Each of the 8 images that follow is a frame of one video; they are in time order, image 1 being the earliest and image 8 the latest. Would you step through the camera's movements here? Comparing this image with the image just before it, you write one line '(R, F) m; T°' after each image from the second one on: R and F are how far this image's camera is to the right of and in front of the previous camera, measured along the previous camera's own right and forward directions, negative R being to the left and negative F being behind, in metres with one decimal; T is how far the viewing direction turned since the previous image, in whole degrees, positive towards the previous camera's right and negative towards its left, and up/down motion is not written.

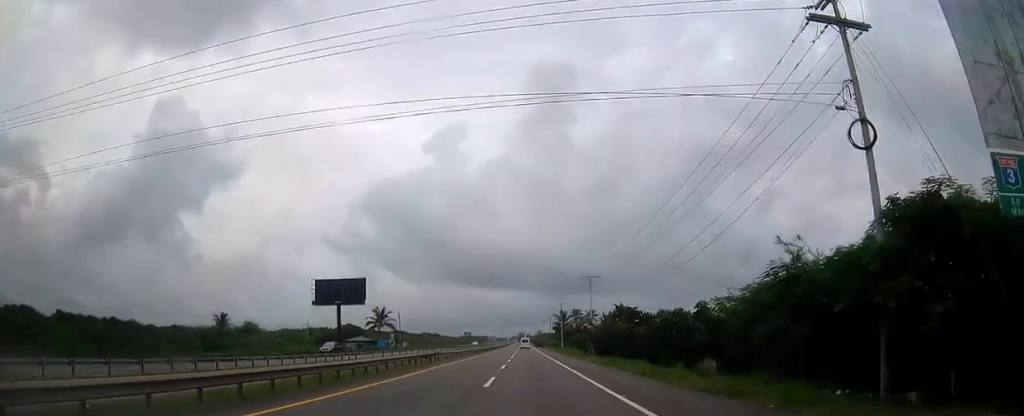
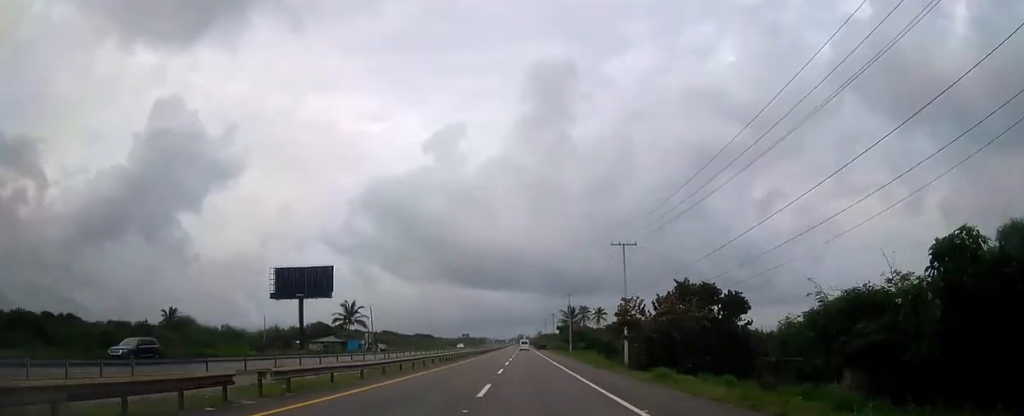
(0.0, +29.3) m; 0°
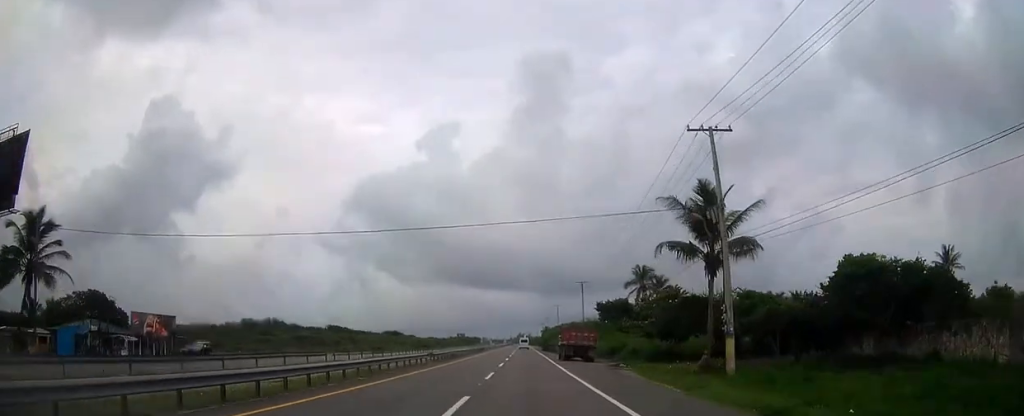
(+0.1, +99.1) m; 0°
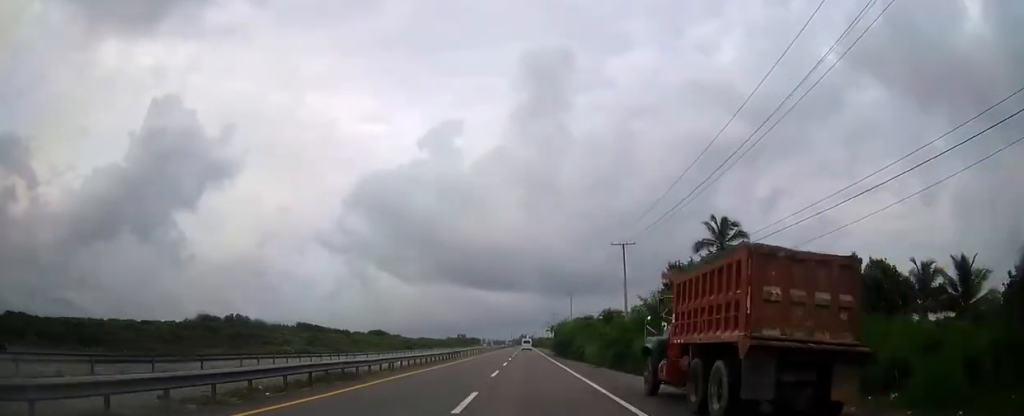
(0.0, +37.7) m; 0°
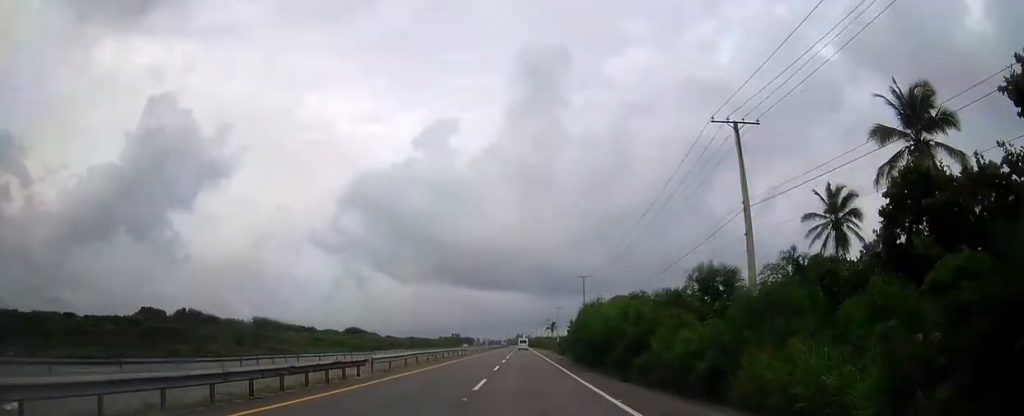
(0.0, +34.9) m; 0°
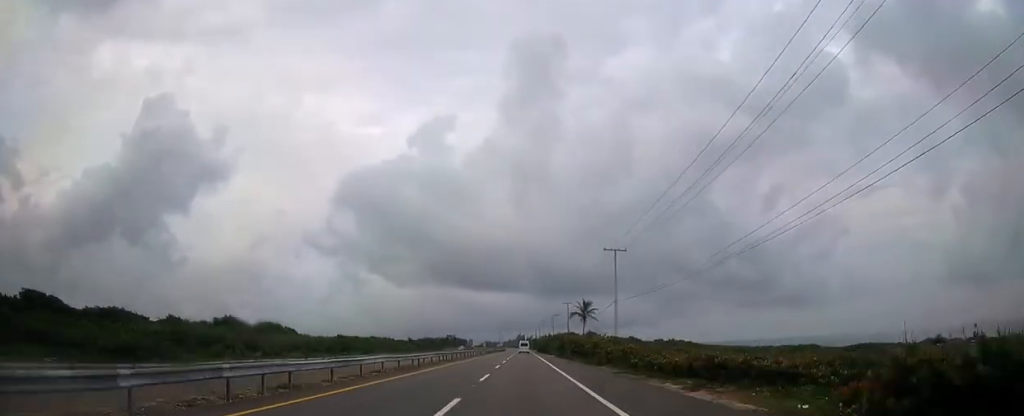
(0.0, +100.8) m; 0°
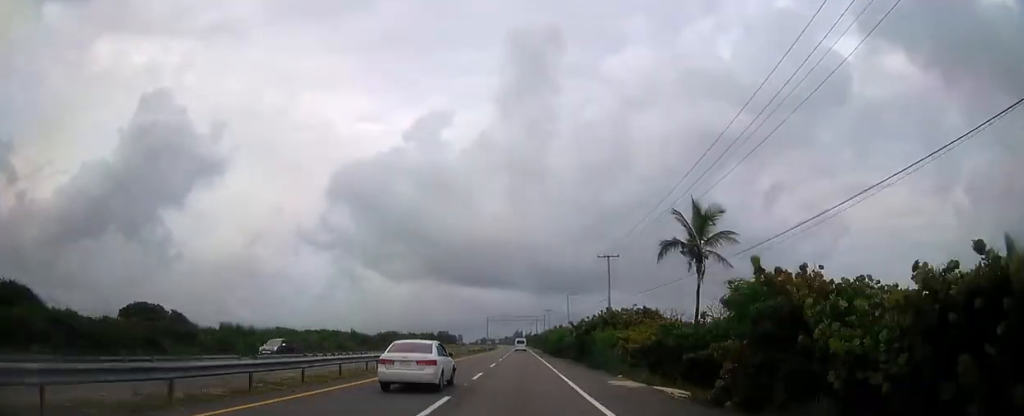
(0.0, +66.8) m; 0°
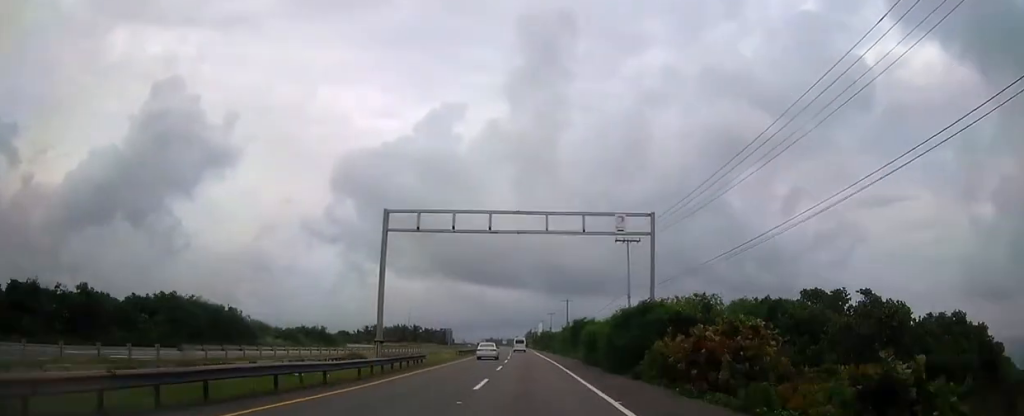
(-1.1, +124.7) m; -1°
